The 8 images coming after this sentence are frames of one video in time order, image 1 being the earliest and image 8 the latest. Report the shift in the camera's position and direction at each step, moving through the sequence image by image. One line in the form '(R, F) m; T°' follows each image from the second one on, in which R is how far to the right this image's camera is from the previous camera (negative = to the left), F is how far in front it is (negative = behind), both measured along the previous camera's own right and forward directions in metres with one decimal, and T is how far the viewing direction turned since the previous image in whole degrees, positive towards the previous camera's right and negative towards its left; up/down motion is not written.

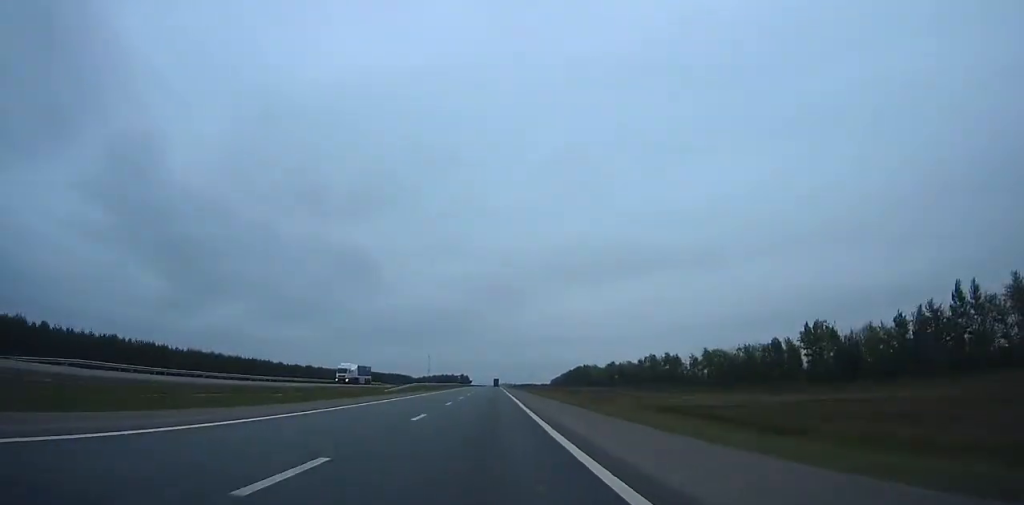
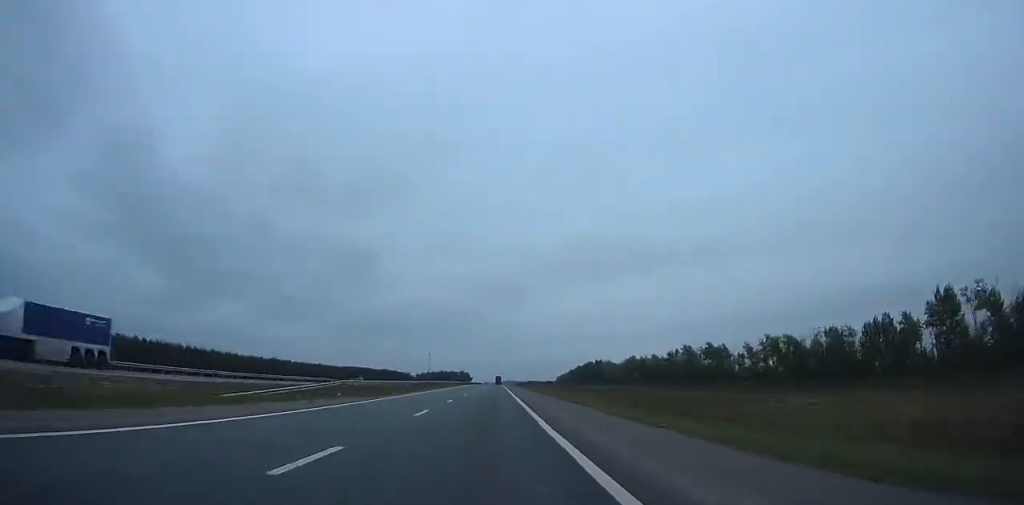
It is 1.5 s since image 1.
(+3.2, +45.5) m; +1°
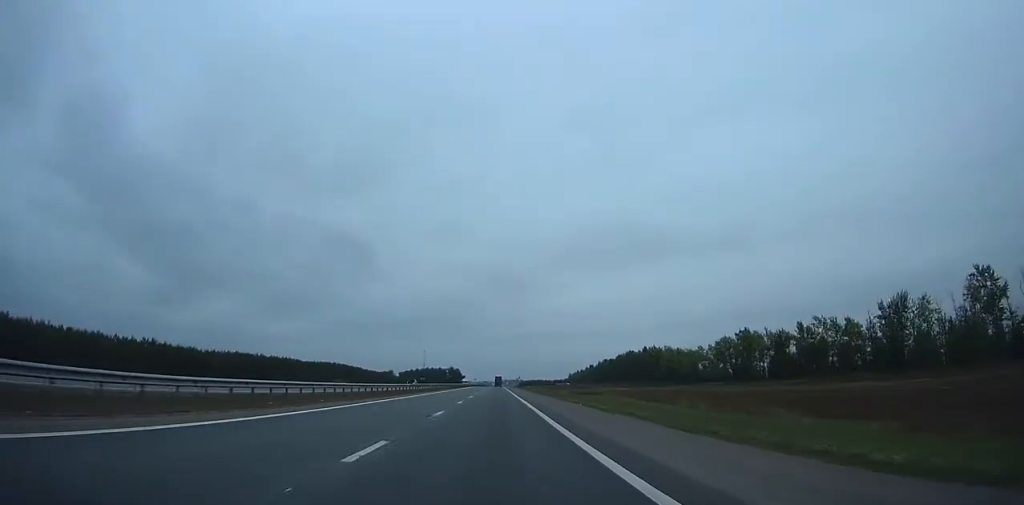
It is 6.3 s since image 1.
(-5.9, +144.6) m; -2°
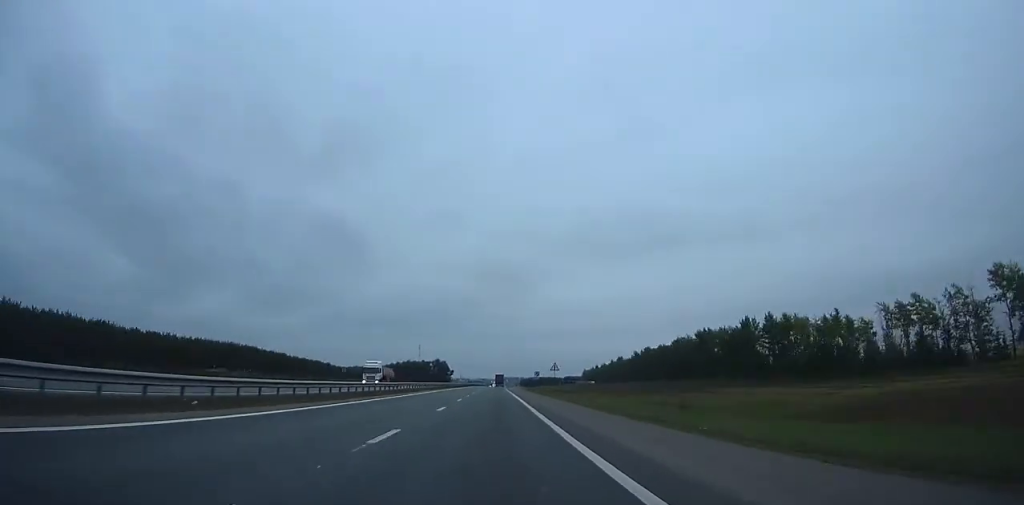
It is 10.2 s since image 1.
(0.0, +116.2) m; +3°
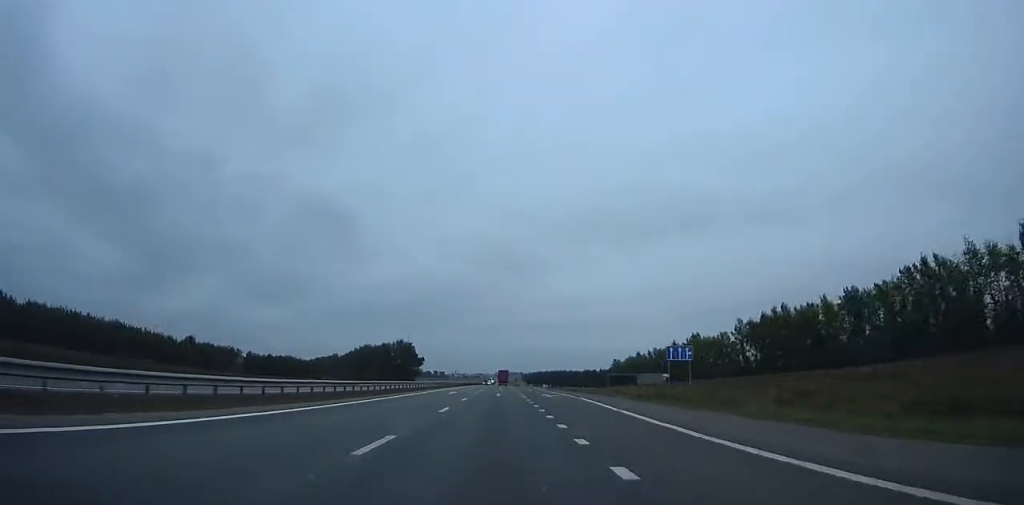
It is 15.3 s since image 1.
(-2.3, +147.7) m; -4°
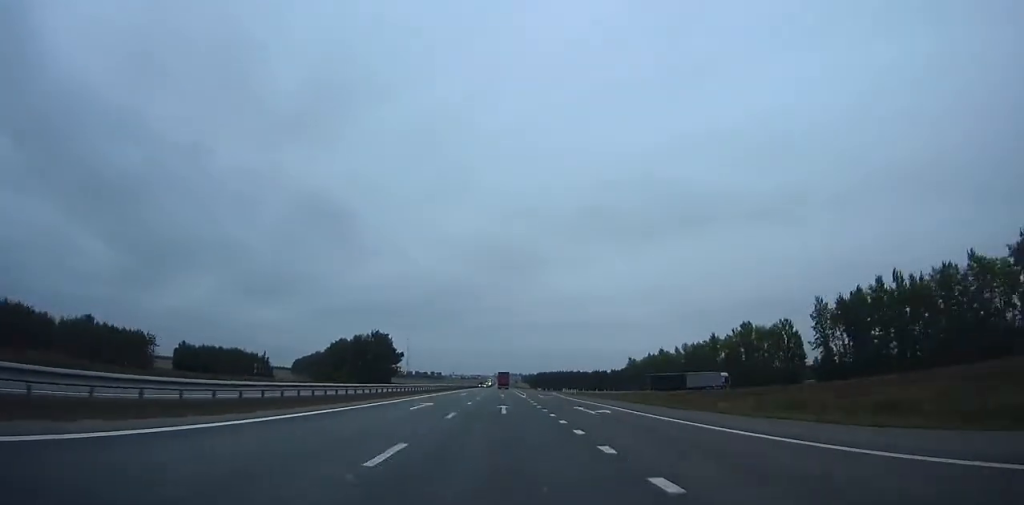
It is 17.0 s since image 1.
(-2.9, +48.4) m; -1°
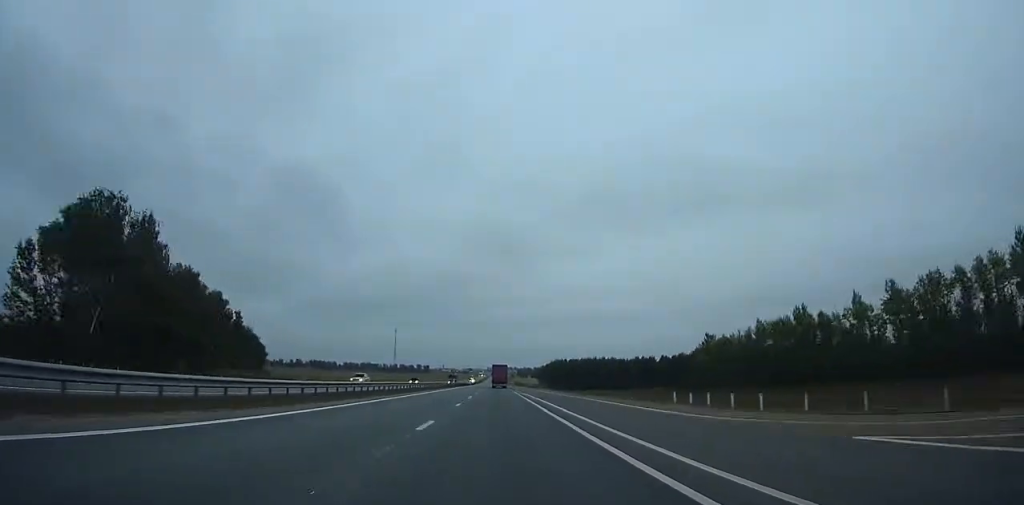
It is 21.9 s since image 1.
(+7.5, +137.5) m; +3°
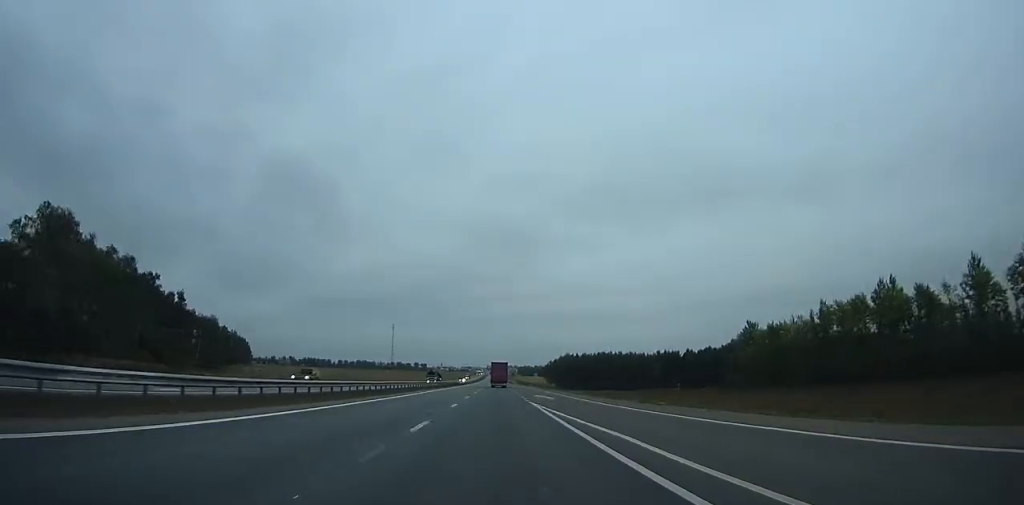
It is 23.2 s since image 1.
(0.0, +36.1) m; 0°
